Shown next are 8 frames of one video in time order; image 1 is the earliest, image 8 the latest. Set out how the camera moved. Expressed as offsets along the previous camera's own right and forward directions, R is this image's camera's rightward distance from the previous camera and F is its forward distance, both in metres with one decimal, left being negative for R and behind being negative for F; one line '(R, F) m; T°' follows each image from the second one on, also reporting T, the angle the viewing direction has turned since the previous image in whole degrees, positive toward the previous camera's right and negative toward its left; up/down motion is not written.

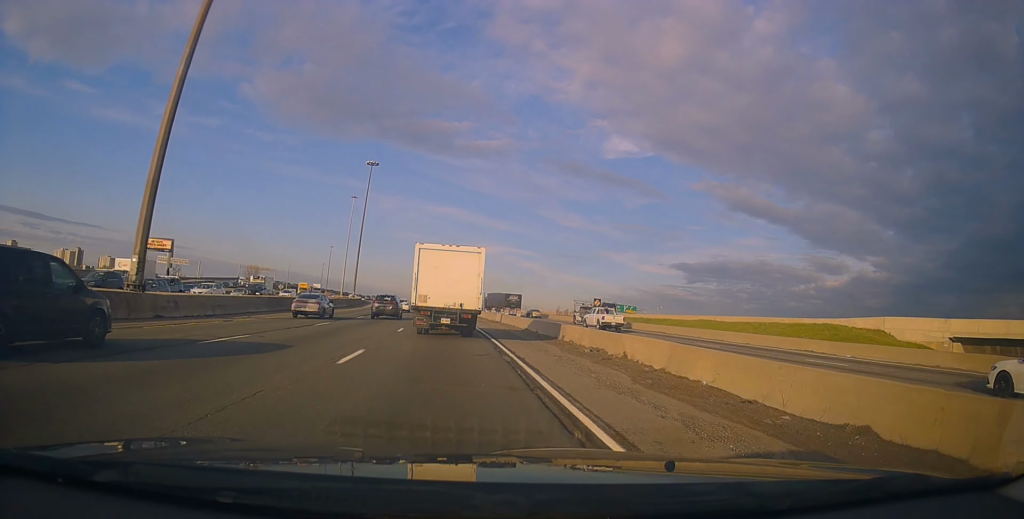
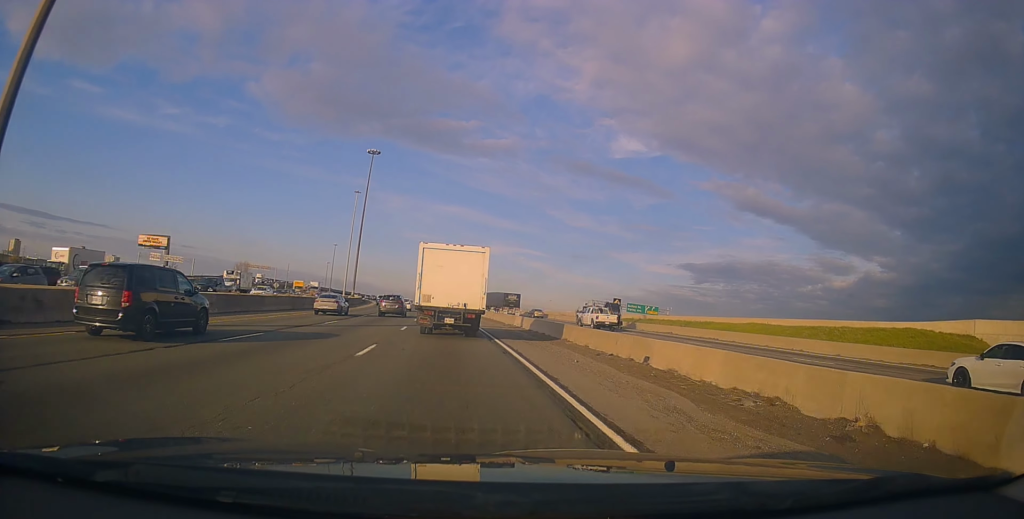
(-0.3, +10.3) m; -2°
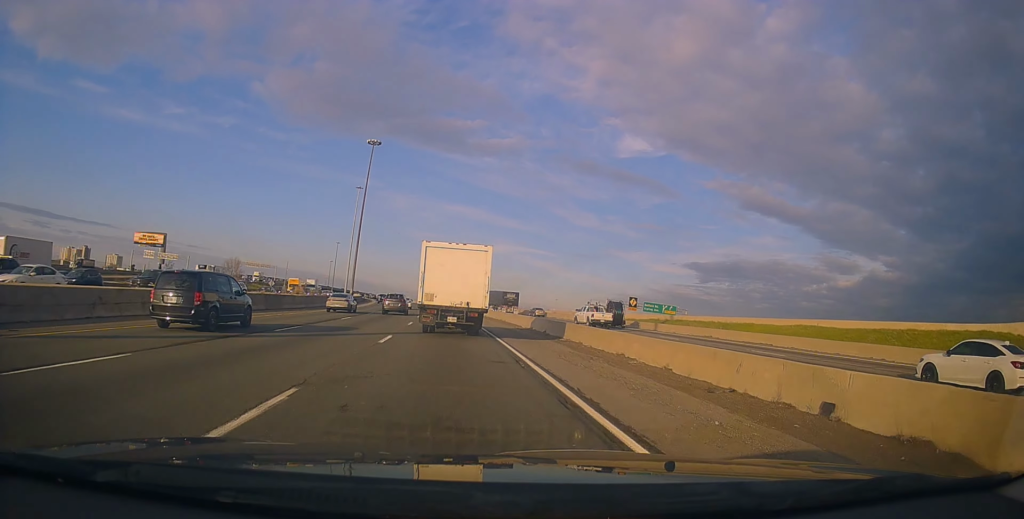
(0.0, +8.3) m; -1°
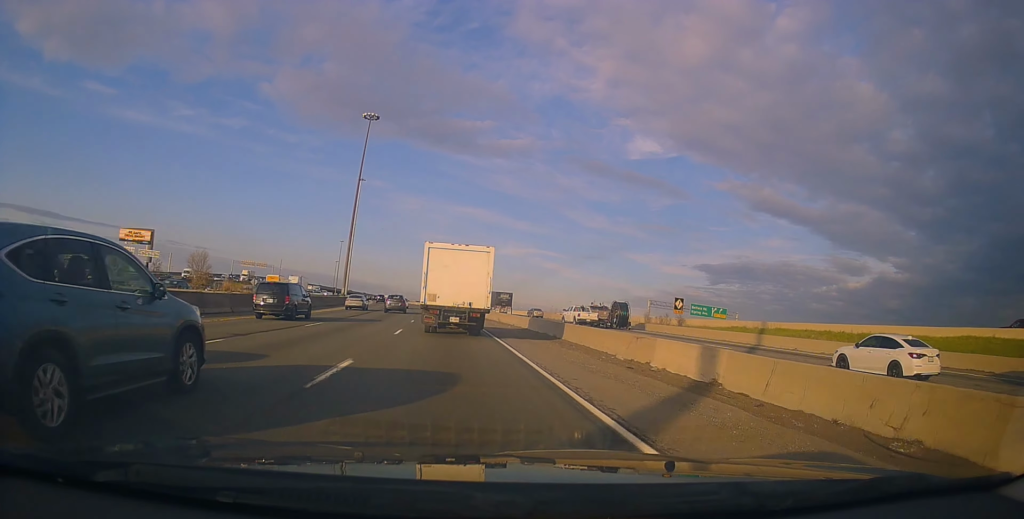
(-0.5, +19.7) m; -4°
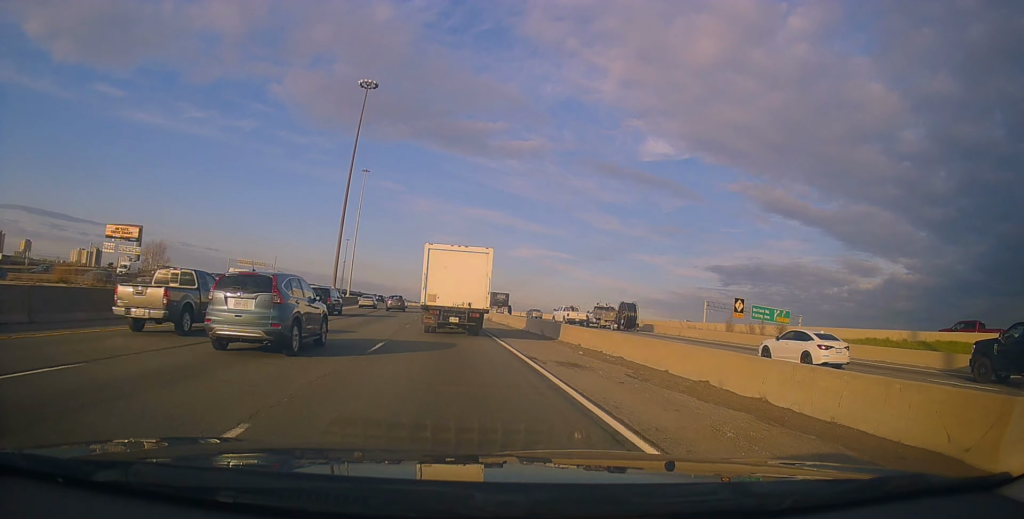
(-0.7, +18.4) m; 0°
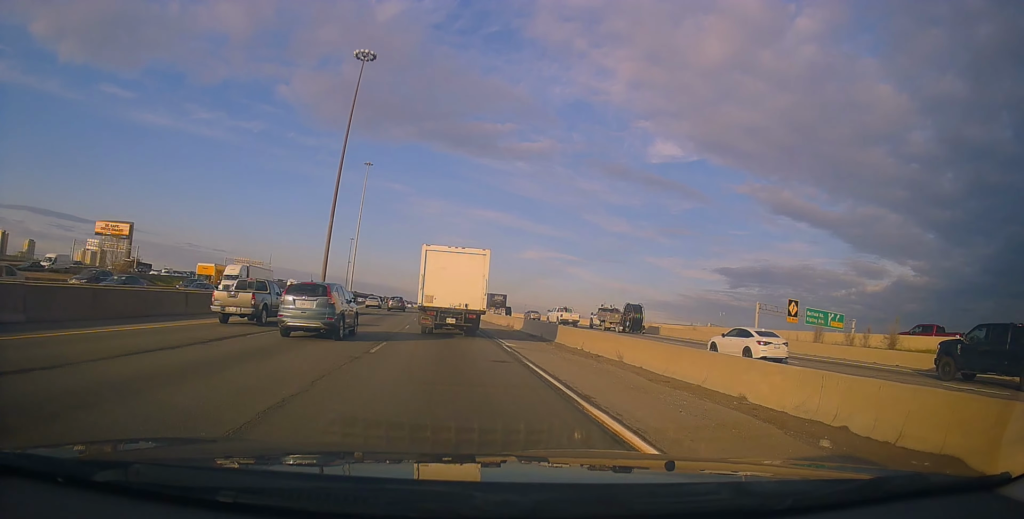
(+0.4, +12.7) m; 0°
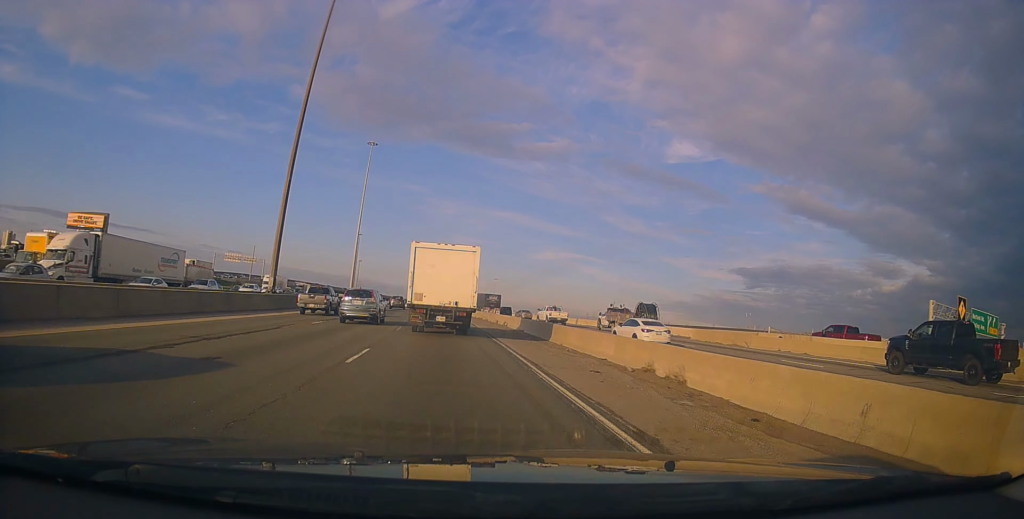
(-0.1, +26.2) m; -2°
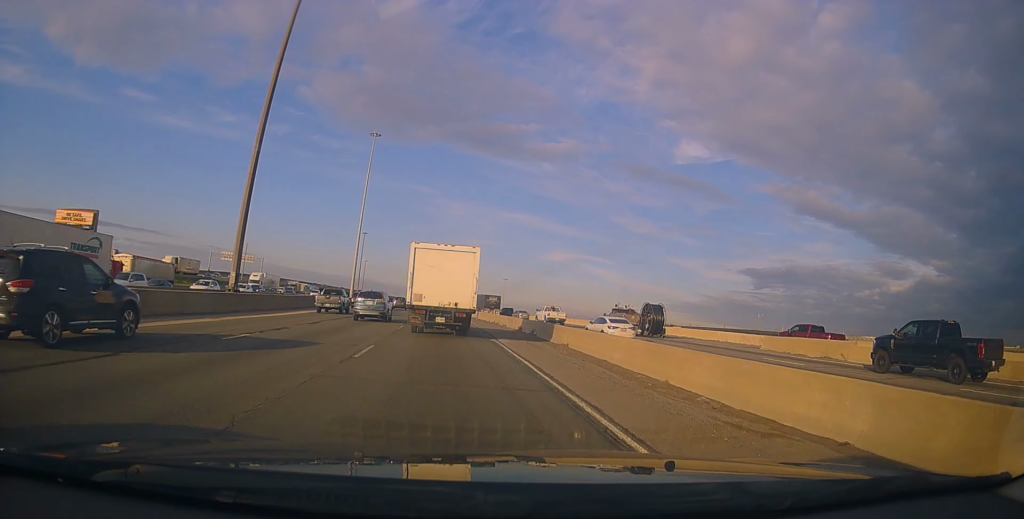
(-0.1, +10.5) m; 0°
